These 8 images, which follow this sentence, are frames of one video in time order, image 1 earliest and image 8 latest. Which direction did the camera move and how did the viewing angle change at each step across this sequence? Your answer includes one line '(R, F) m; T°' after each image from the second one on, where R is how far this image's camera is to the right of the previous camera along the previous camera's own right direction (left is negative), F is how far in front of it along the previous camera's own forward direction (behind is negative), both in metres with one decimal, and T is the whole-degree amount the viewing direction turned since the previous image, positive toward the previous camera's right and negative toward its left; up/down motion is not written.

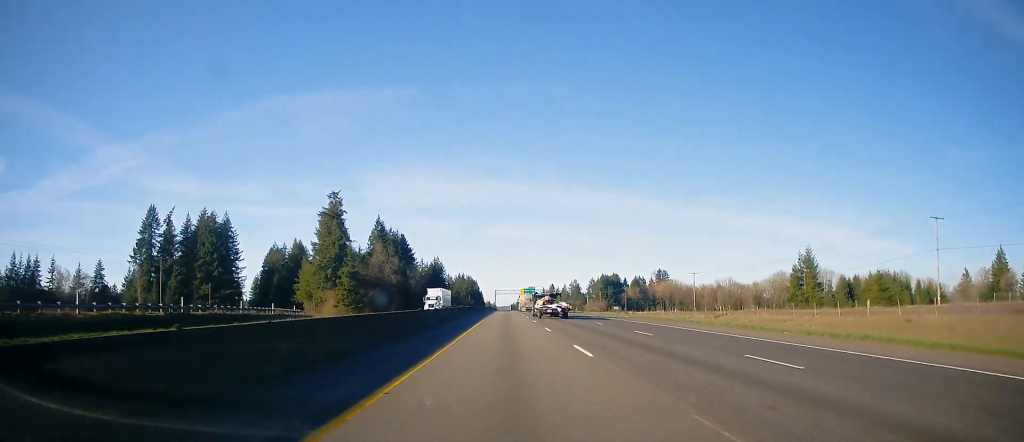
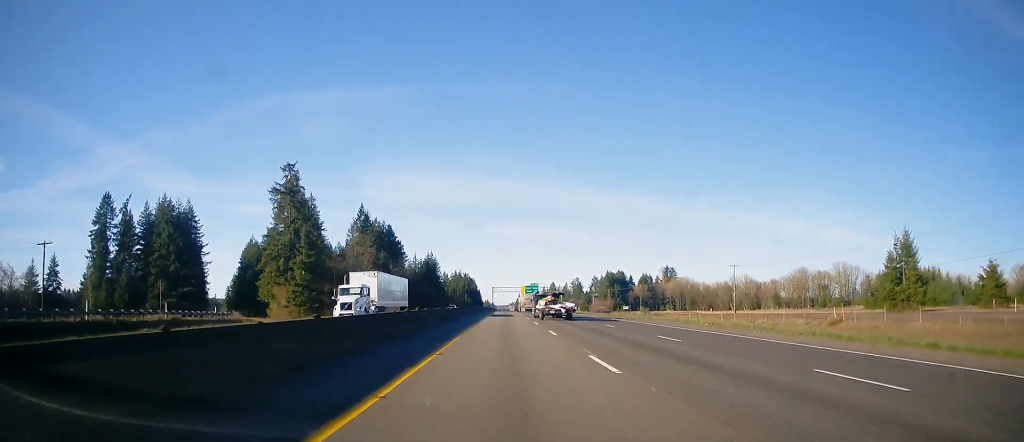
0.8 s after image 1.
(+0.1, +27.8) m; 0°
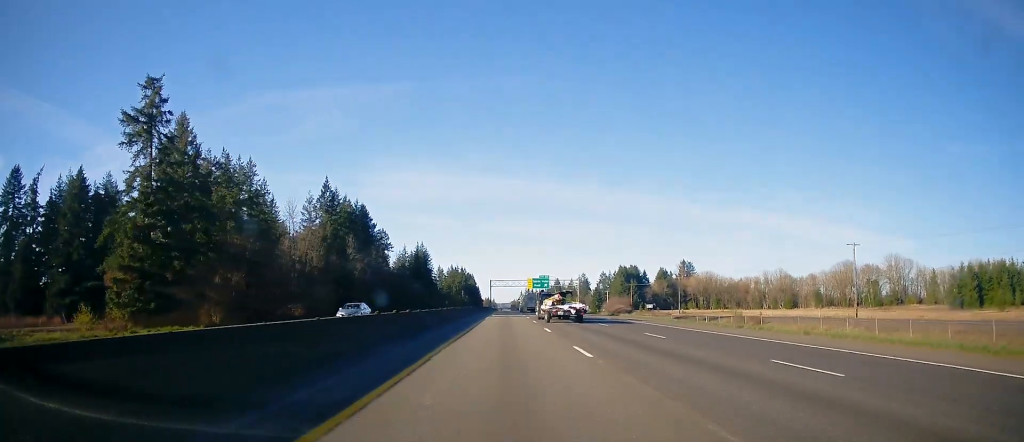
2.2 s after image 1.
(+0.1, +45.7) m; 0°
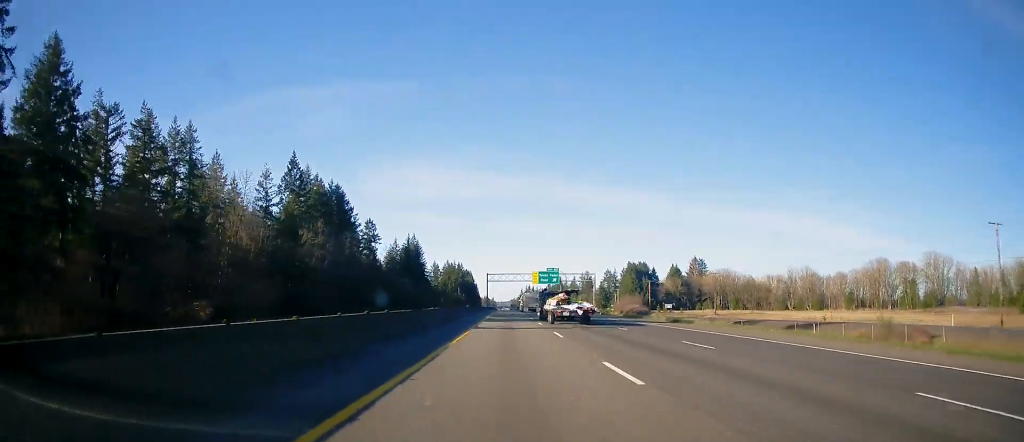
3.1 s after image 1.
(-0.1, +29.0) m; 0°
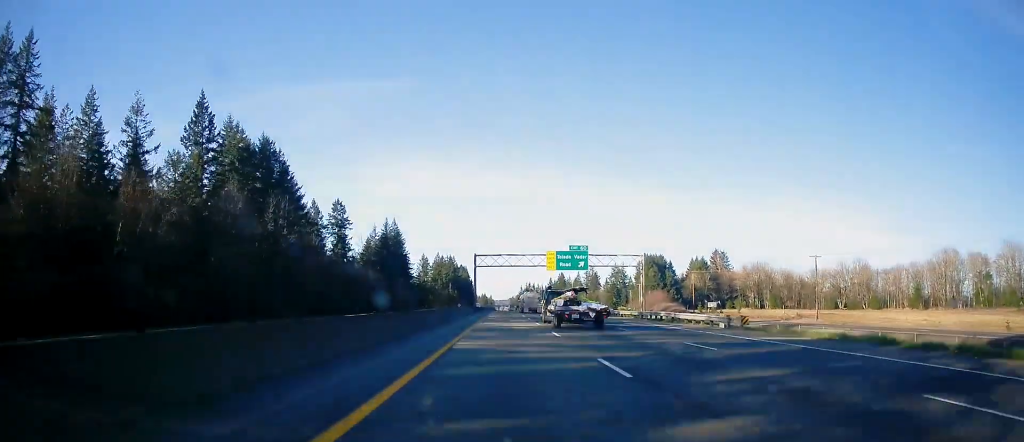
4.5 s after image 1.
(+0.1, +48.0) m; +1°
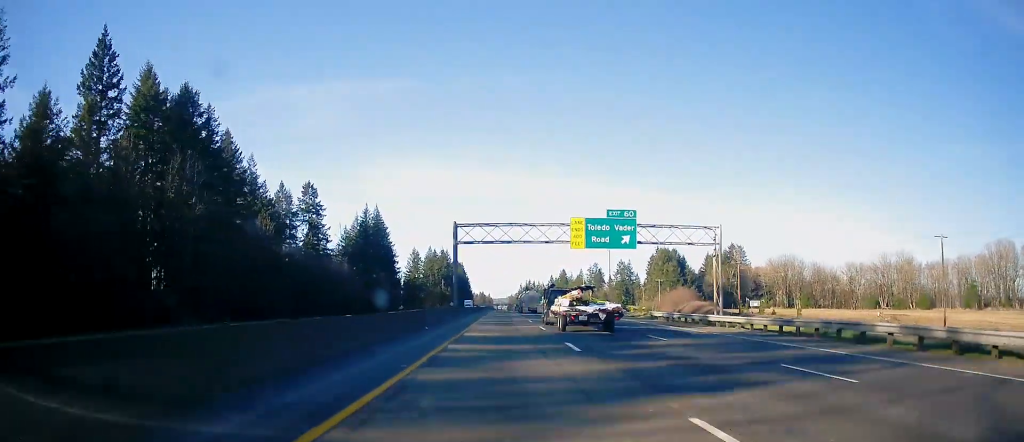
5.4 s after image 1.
(+0.3, +31.2) m; 0°
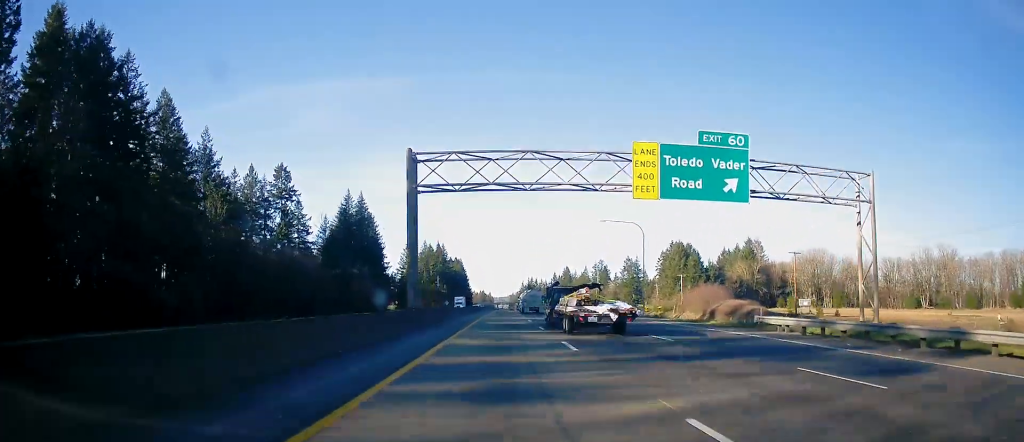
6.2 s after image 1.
(-0.3, +24.4) m; 0°
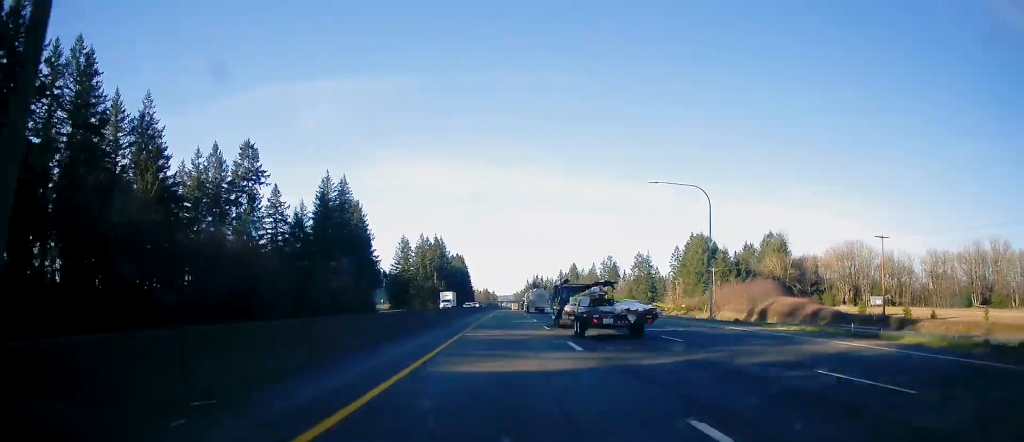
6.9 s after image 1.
(0.0, +24.4) m; 0°
